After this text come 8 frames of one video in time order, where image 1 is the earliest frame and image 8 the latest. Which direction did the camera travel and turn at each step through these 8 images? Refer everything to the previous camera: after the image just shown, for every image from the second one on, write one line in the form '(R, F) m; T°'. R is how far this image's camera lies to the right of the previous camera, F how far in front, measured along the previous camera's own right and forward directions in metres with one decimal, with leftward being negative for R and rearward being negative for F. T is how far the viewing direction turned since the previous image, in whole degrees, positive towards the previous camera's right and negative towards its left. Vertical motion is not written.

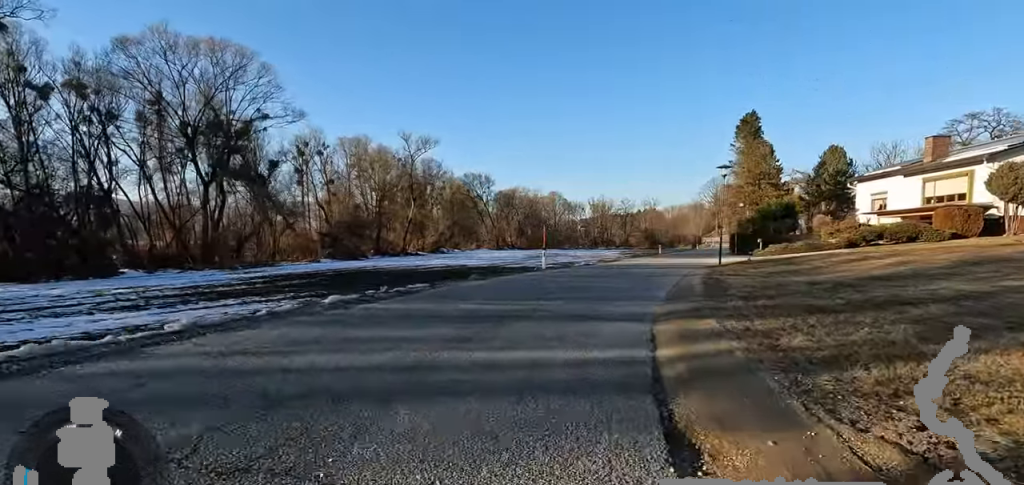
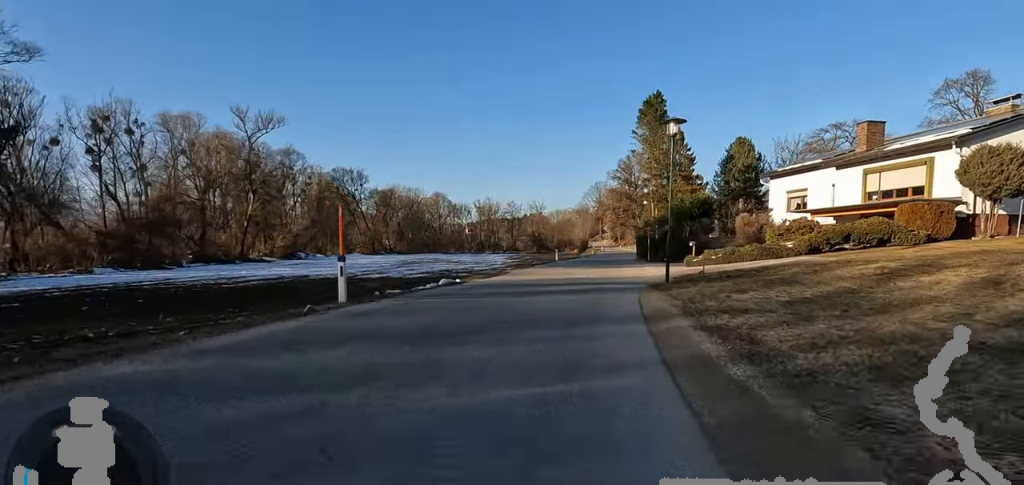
(+1.5, +10.5) m; +23°
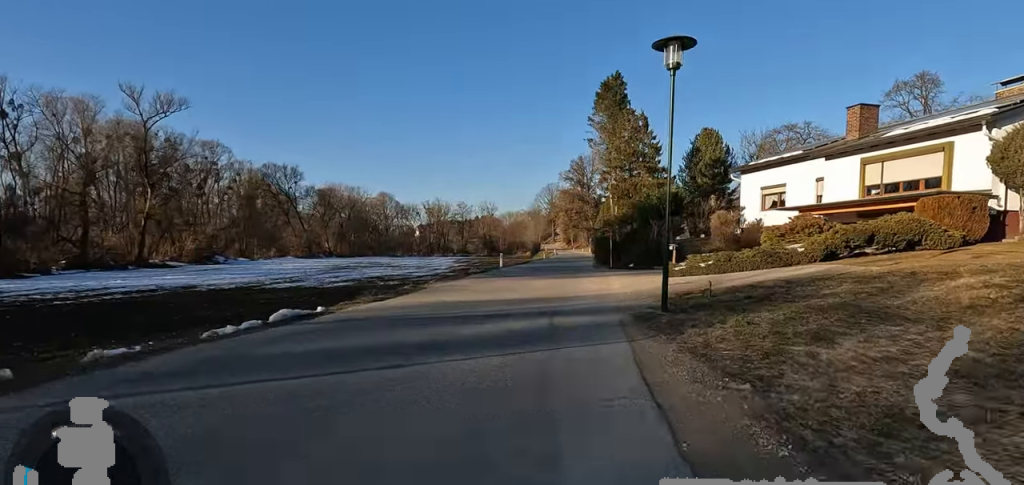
(-0.1, +6.3) m; -3°
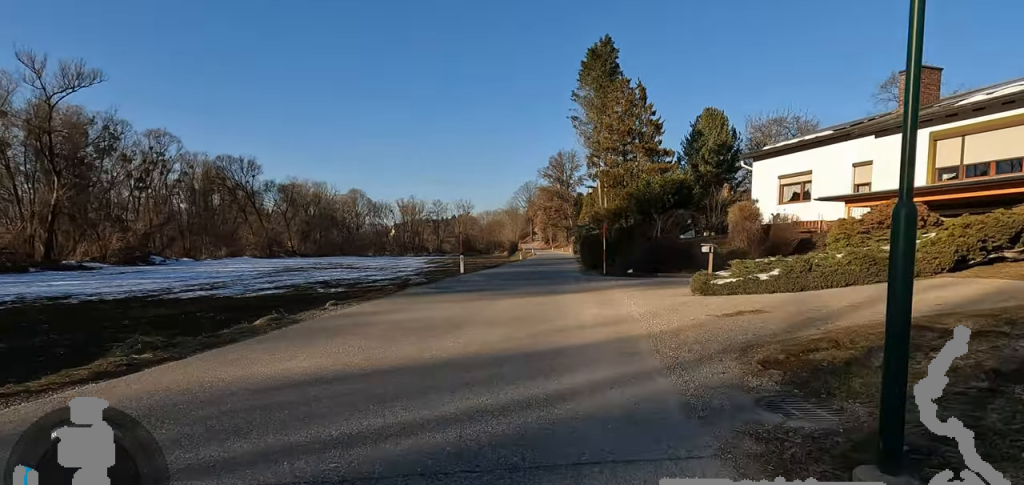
(+0.1, +6.4) m; +9°
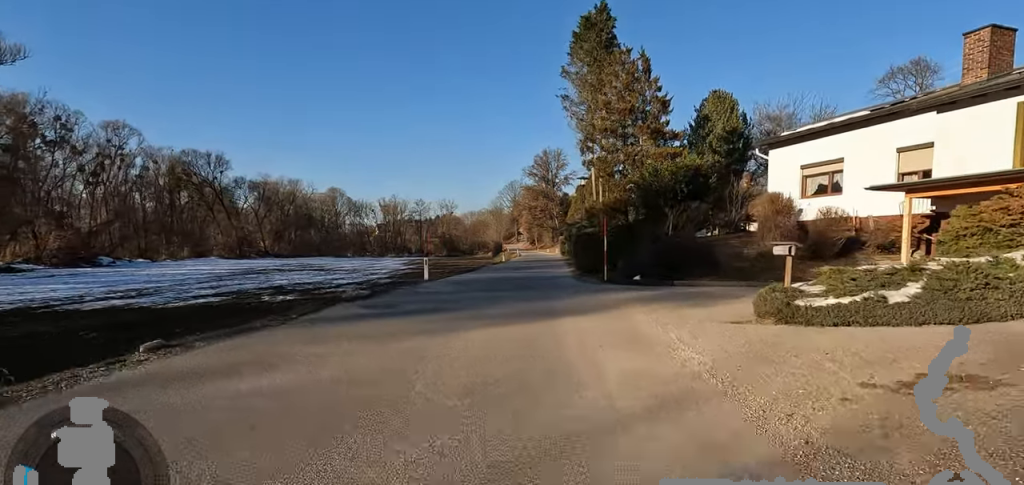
(+0.8, +4.6) m; +2°
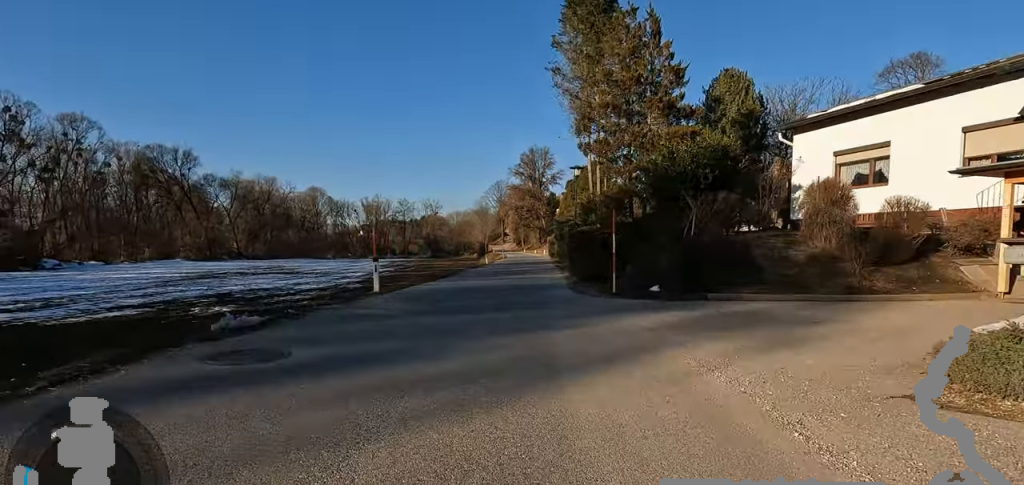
(-0.6, +4.4) m; -6°
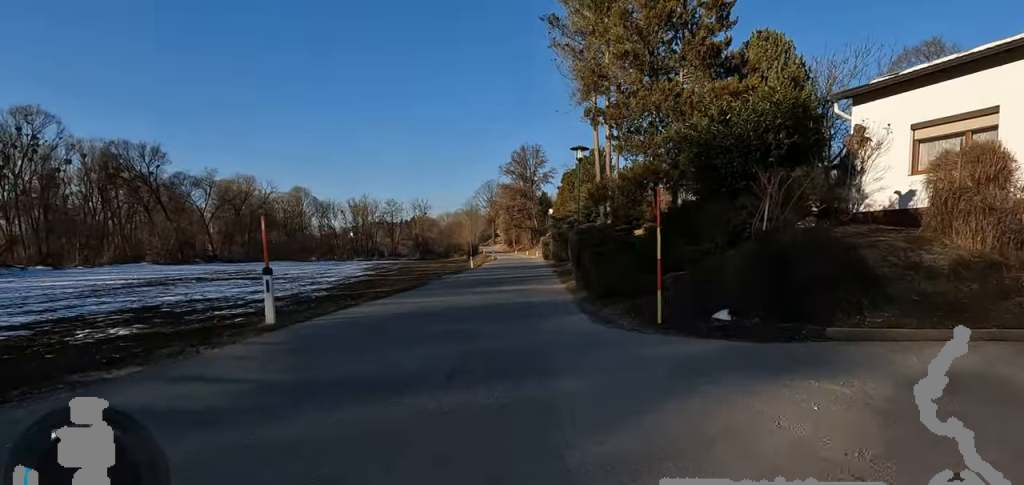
(-0.2, +5.3) m; +4°
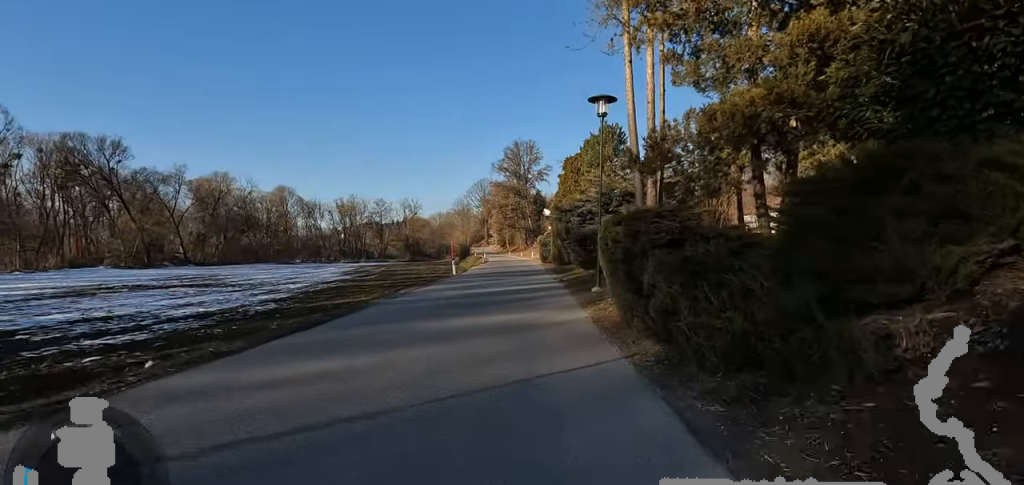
(+0.8, +6.7) m; +1°
